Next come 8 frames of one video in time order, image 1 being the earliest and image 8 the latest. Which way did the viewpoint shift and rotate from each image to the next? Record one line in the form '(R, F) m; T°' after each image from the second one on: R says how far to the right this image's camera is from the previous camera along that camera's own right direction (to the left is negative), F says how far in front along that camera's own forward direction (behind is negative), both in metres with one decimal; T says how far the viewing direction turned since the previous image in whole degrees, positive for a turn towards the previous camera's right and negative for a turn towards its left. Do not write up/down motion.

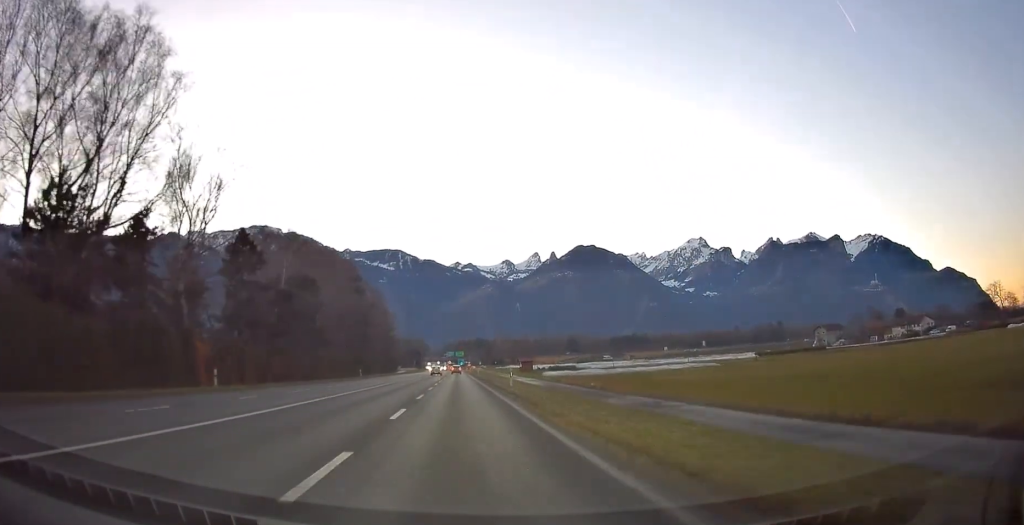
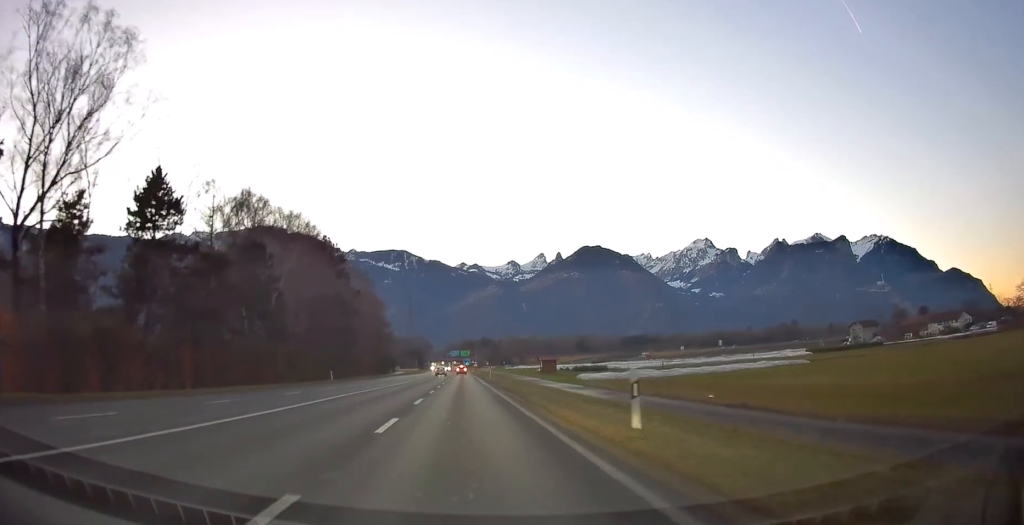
(0.0, +21.2) m; +1°
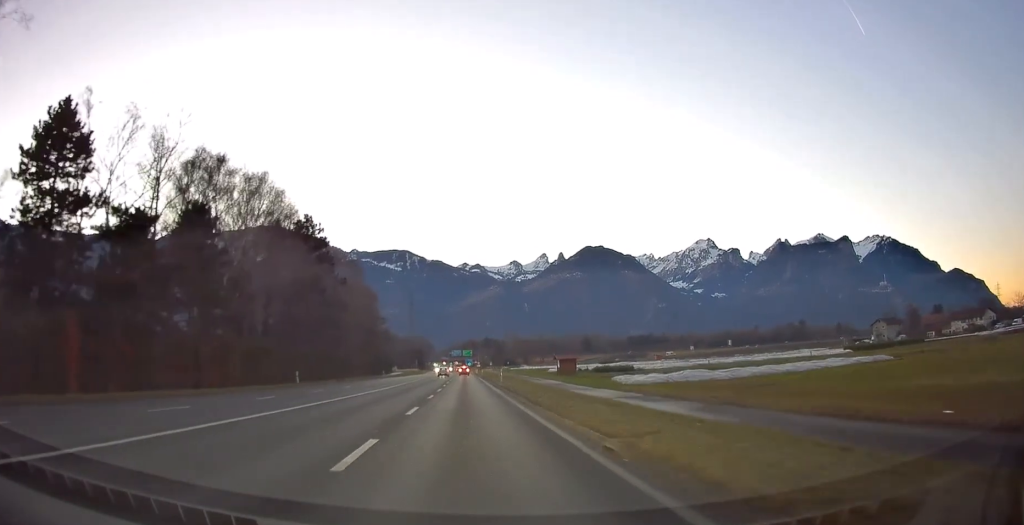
(+0.1, +13.5) m; 0°
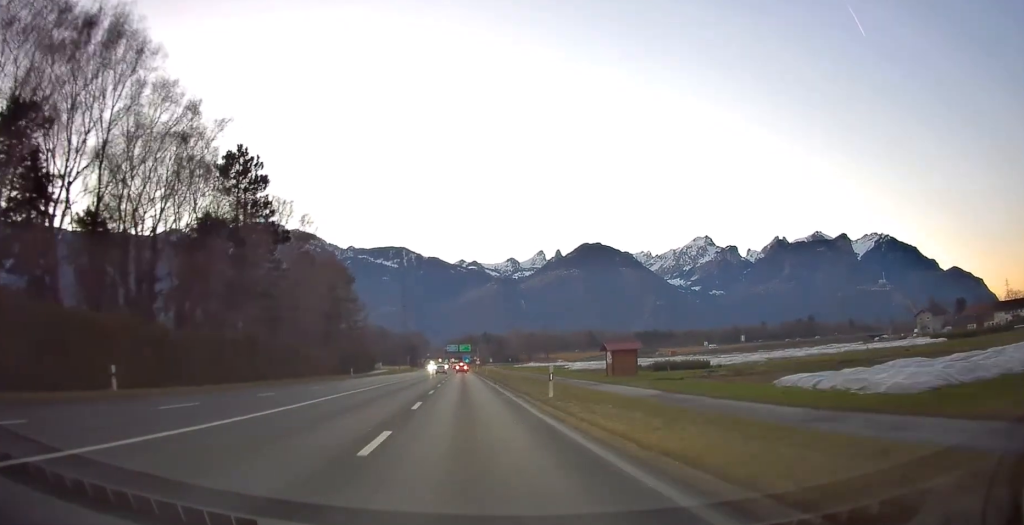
(-0.3, +25.2) m; -1°
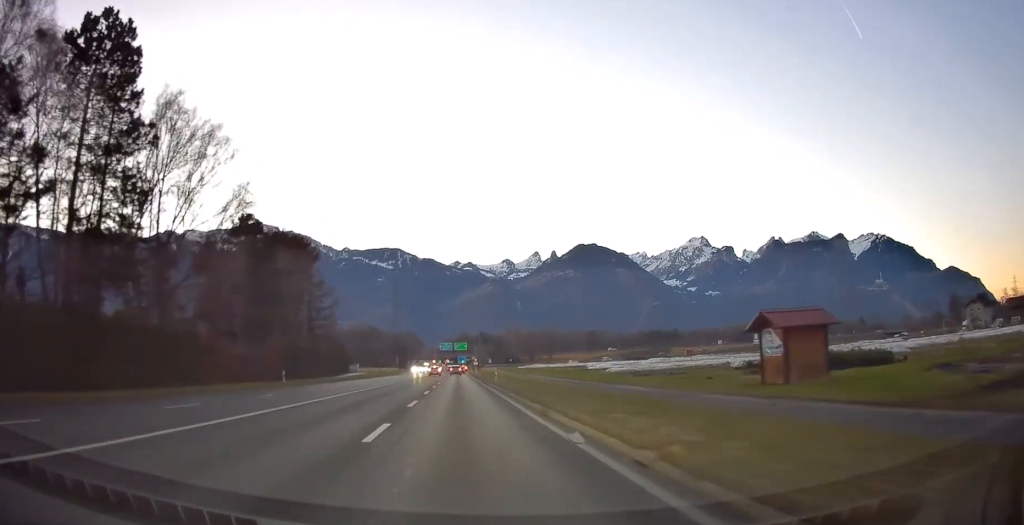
(+0.2, +25.6) m; 0°
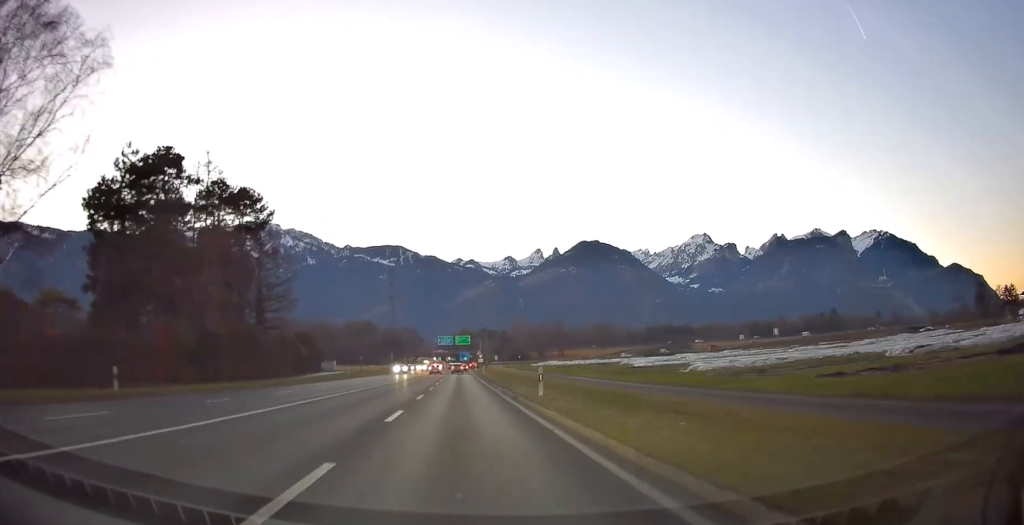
(-0.3, +23.7) m; 0°
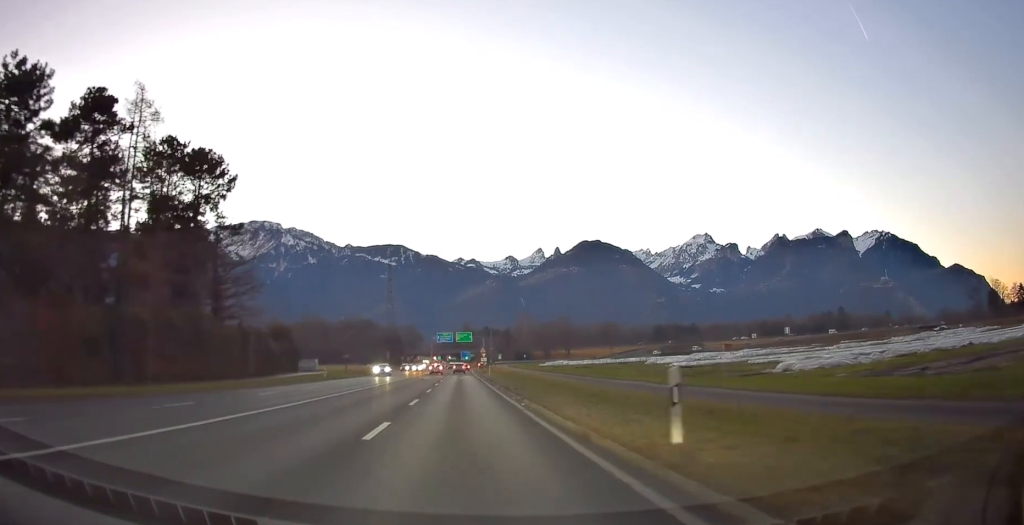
(+0.2, +13.0) m; +1°
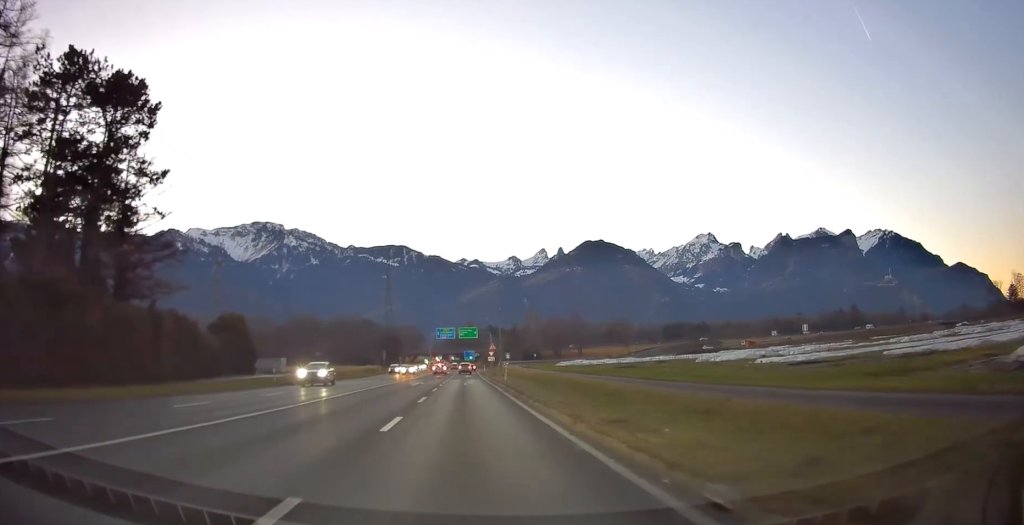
(+0.1, +17.3) m; 0°
